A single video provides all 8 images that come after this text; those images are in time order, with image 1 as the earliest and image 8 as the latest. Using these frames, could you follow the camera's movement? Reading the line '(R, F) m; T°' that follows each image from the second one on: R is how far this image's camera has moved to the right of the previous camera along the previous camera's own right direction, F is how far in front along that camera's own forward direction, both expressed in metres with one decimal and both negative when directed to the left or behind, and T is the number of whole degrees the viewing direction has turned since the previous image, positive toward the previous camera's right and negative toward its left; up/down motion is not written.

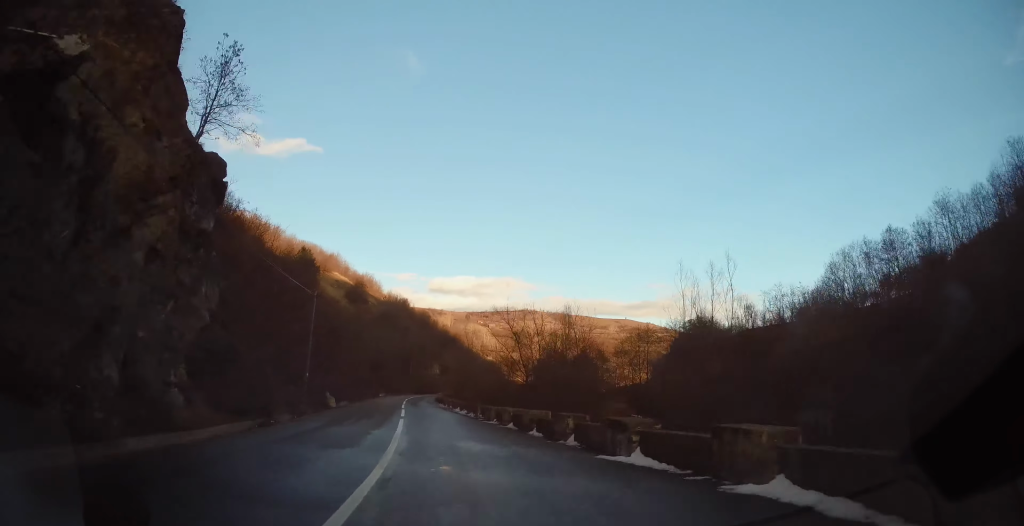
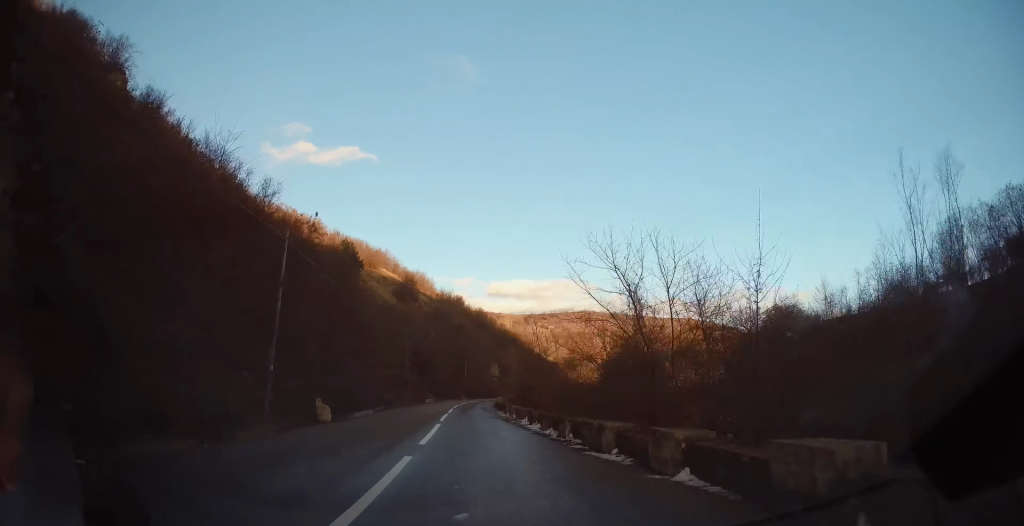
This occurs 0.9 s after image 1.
(-1.0, +13.8) m; -4°
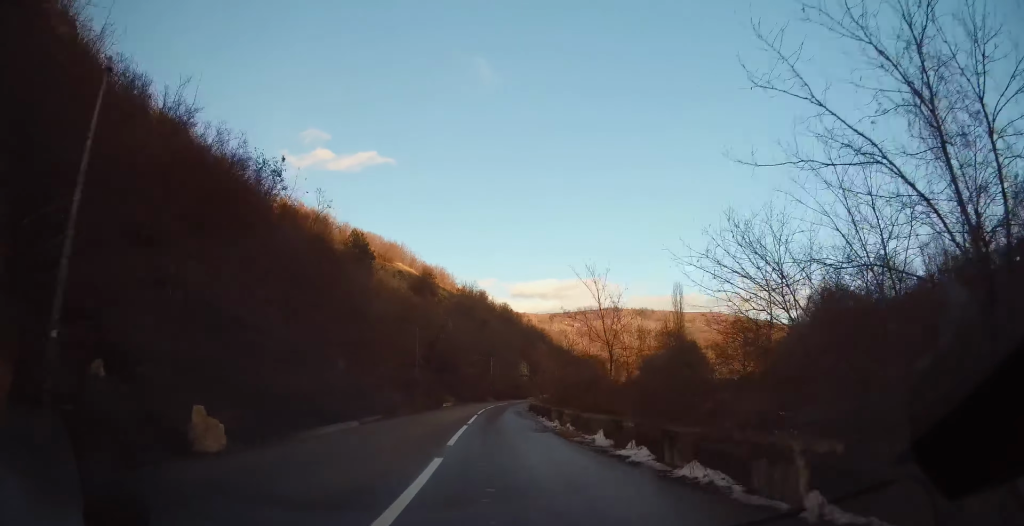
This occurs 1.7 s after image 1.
(-0.1, +12.1) m; -1°
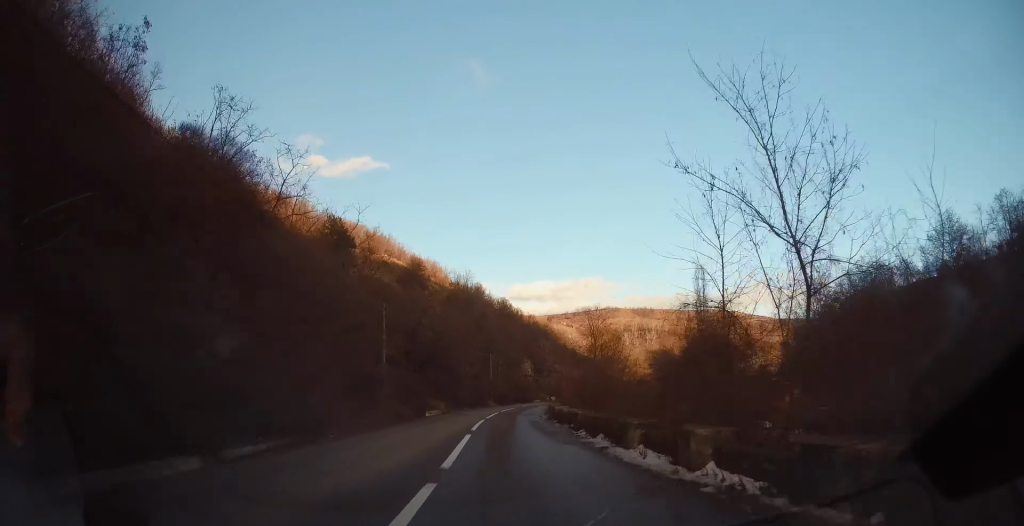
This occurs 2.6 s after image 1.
(0.0, +14.6) m; 0°
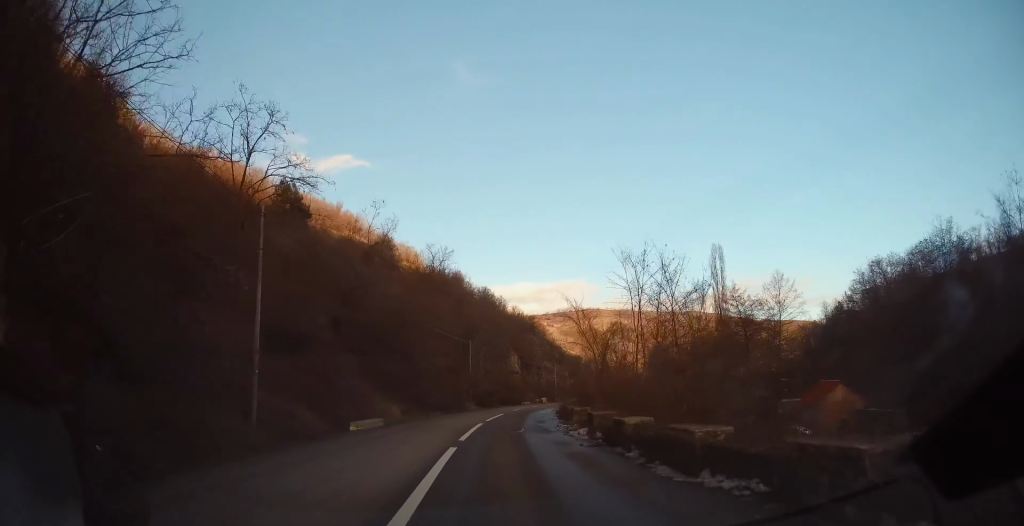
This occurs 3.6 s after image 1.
(0.0, +16.6) m; +2°
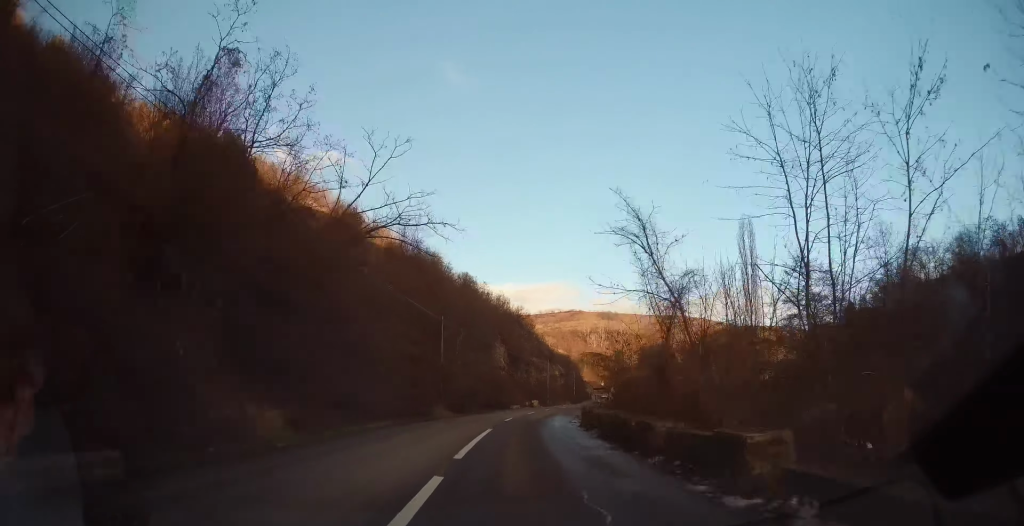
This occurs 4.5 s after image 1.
(+0.6, +16.4) m; +5°
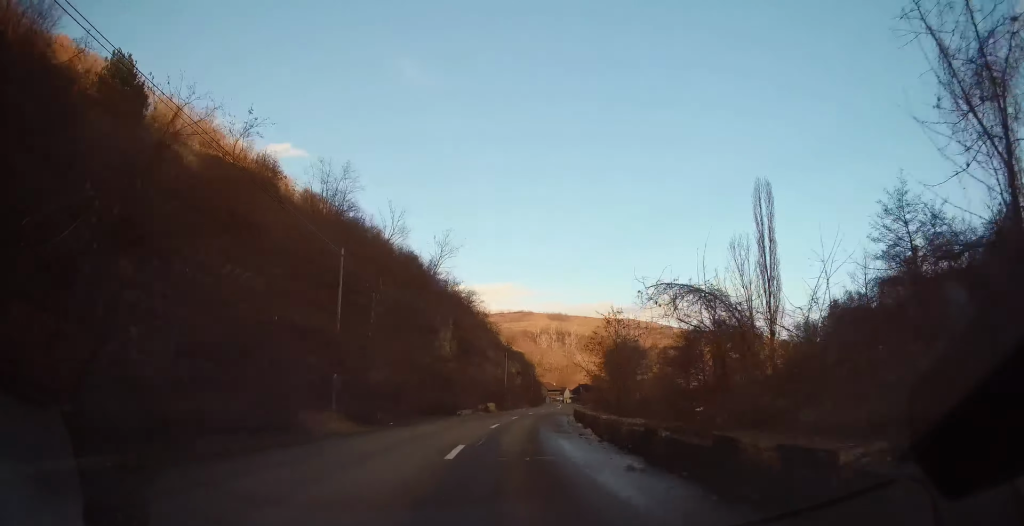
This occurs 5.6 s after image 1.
(+0.9, +17.8) m; +5°
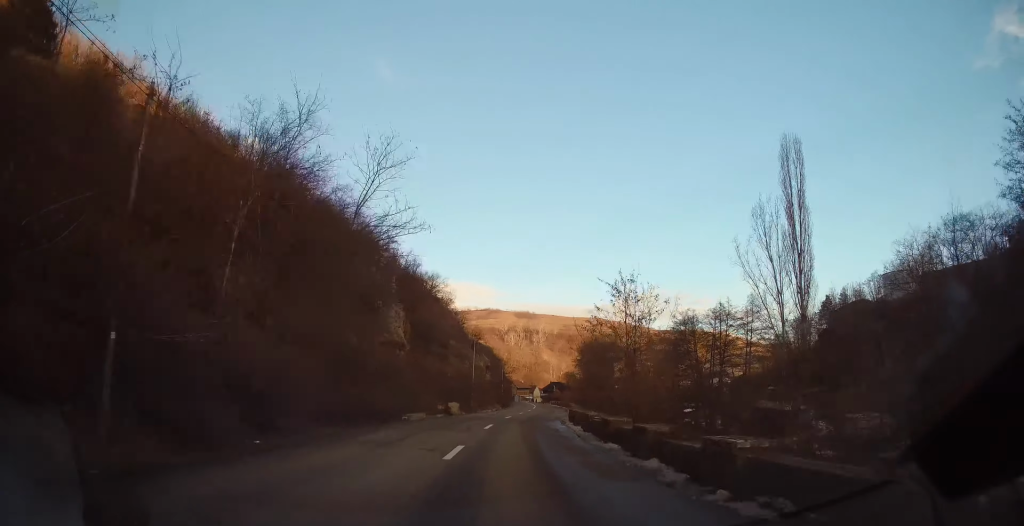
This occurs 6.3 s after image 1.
(+0.2, +12.2) m; +3°
